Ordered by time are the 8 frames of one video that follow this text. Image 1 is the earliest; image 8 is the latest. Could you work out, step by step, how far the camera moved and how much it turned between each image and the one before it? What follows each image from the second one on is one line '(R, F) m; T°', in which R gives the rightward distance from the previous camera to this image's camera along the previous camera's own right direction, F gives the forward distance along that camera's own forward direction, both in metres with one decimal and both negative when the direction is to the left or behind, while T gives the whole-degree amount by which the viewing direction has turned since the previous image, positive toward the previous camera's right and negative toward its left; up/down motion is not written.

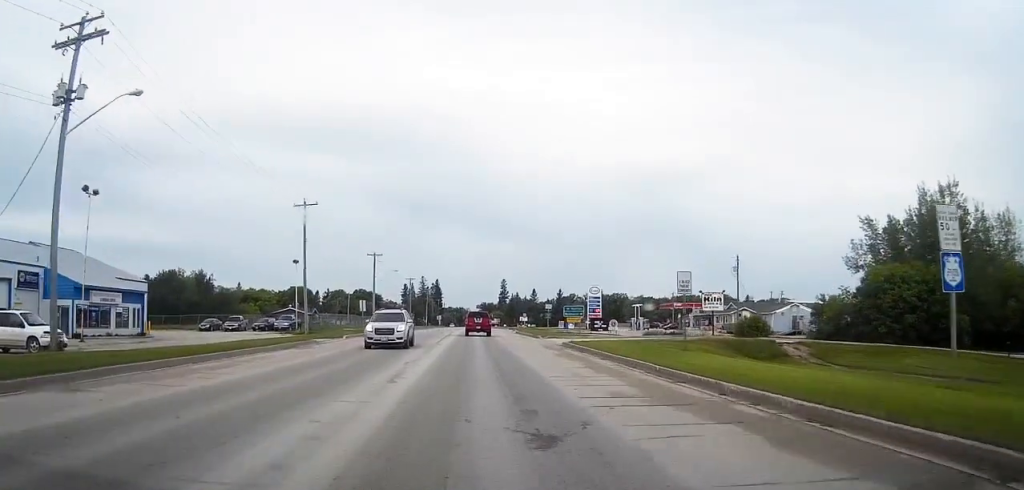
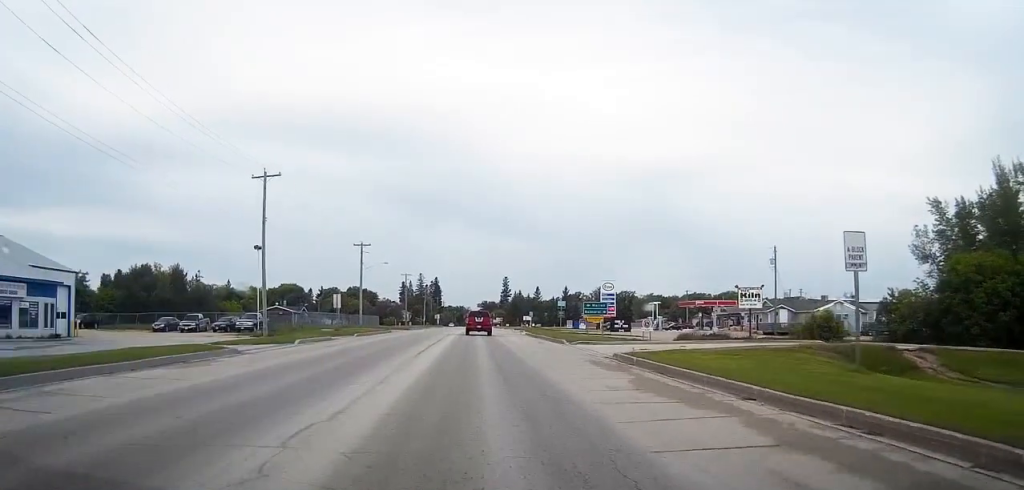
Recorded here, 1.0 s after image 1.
(0.0, +14.3) m; 0°
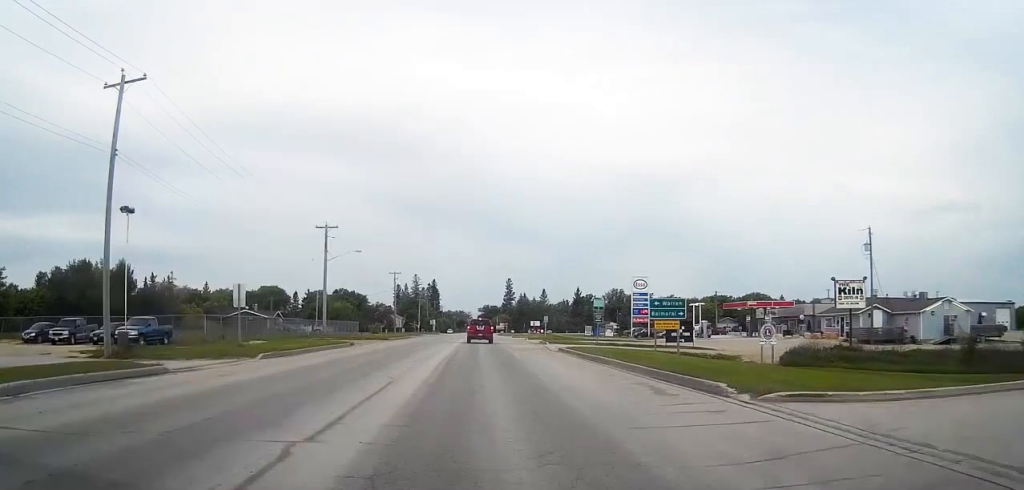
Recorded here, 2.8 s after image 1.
(+0.3, +25.6) m; +1°
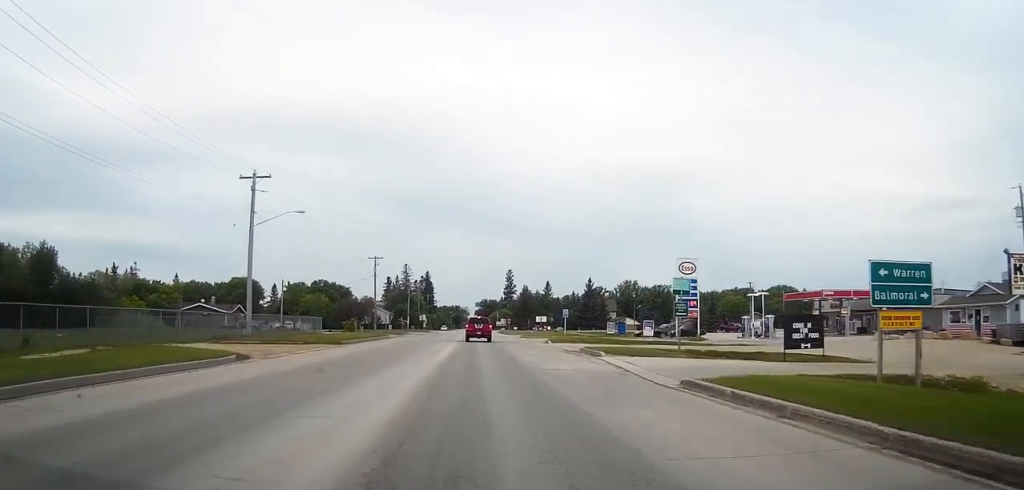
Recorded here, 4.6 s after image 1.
(+0.2, +25.7) m; 0°
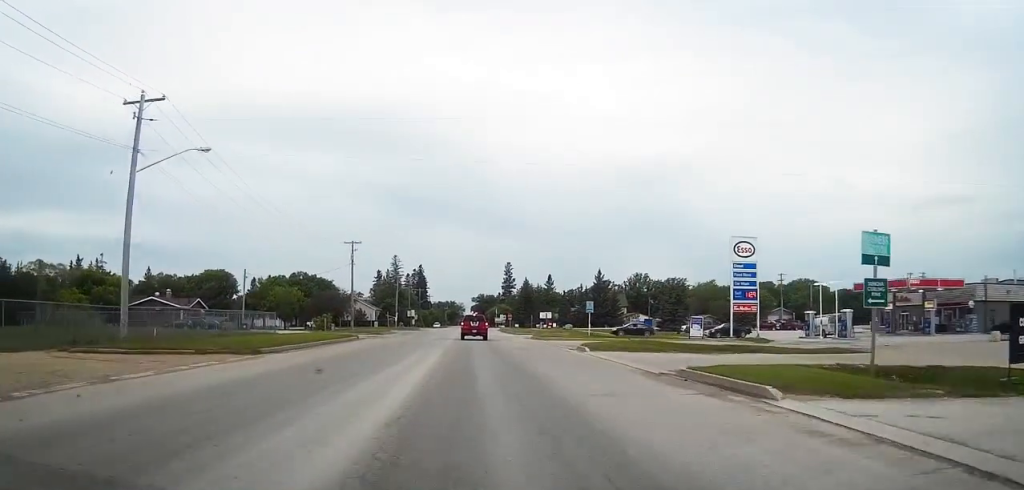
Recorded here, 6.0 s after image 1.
(0.0, +19.2) m; +1°
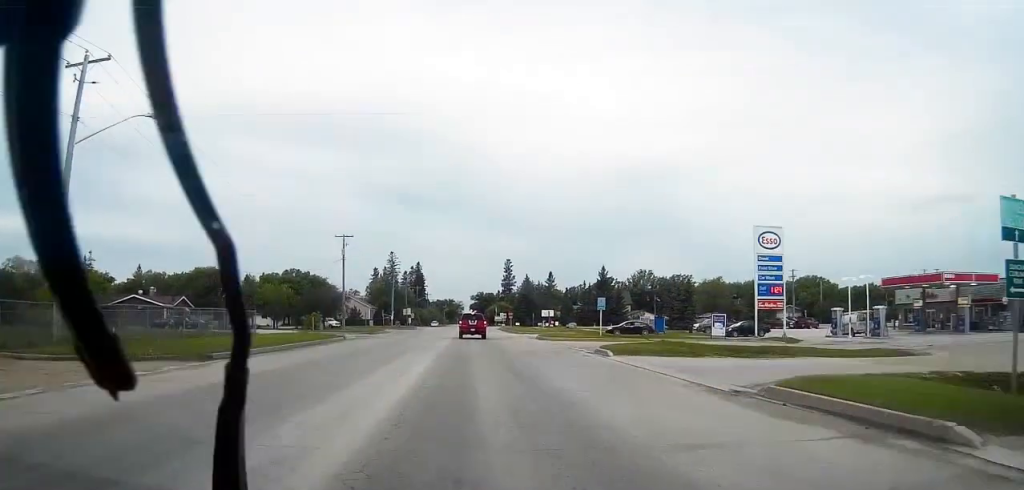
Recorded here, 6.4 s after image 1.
(0.0, +6.1) m; 0°
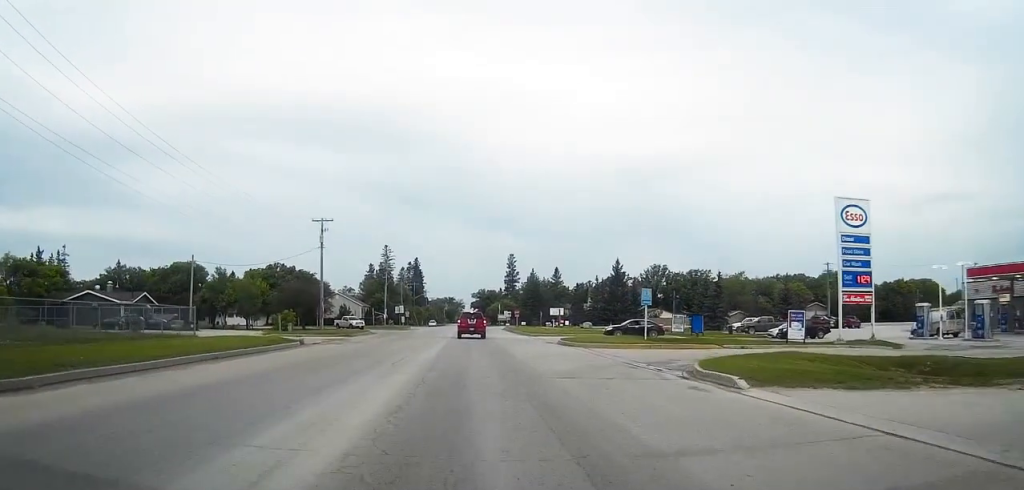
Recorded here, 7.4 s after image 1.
(-0.1, +14.4) m; -1°
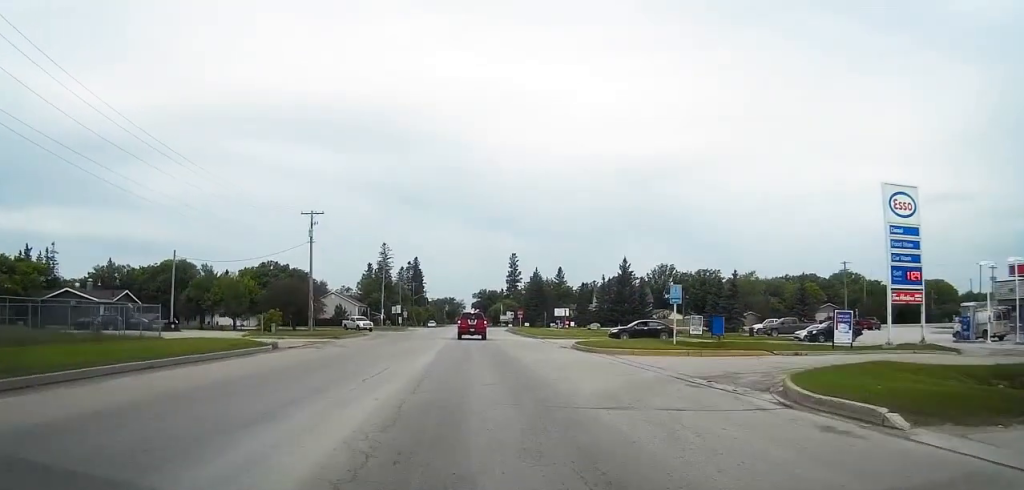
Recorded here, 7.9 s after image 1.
(0.0, +6.0) m; 0°
